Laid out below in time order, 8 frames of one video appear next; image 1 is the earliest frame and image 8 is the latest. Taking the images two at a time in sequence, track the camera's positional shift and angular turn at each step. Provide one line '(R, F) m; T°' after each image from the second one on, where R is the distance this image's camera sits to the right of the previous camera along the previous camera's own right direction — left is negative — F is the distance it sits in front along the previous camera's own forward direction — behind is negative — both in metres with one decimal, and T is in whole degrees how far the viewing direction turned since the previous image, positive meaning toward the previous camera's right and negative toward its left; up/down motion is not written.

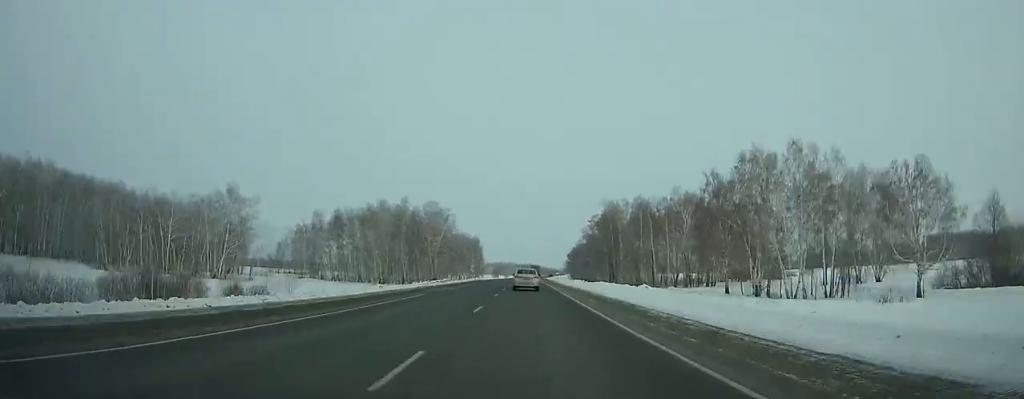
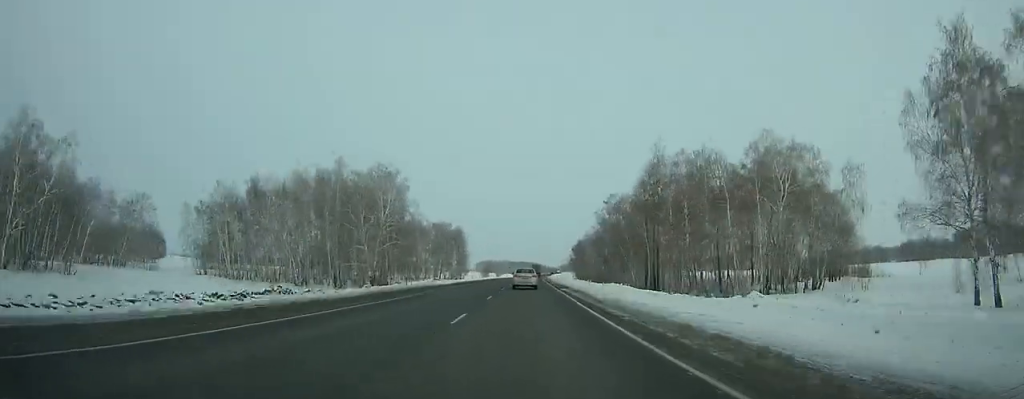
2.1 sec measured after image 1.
(-2.4, +53.0) m; 0°
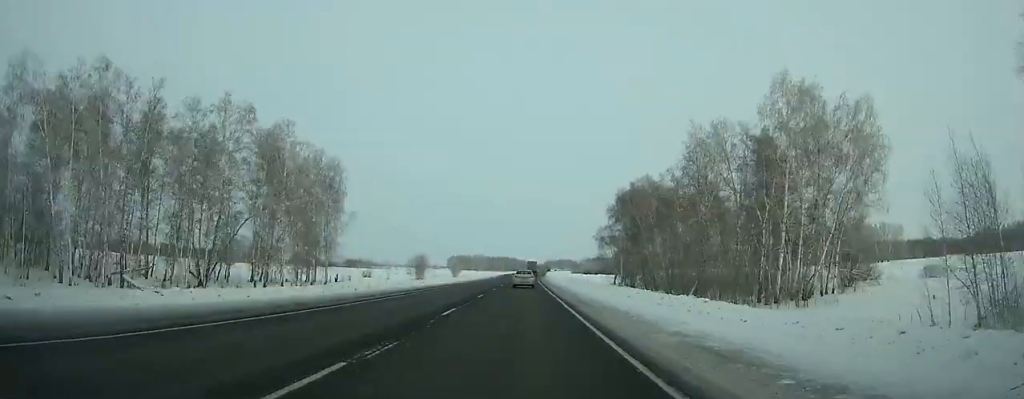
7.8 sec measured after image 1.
(+9.7, +144.5) m; +5°
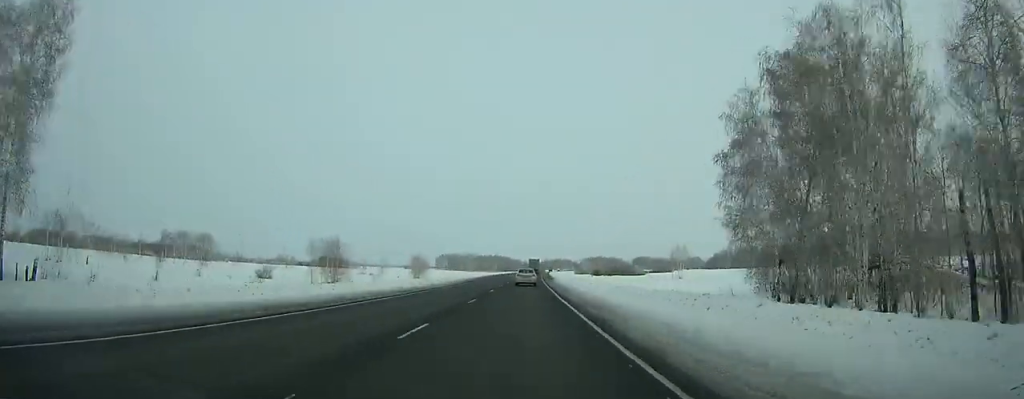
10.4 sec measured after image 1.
(+0.2, +67.2) m; +1°
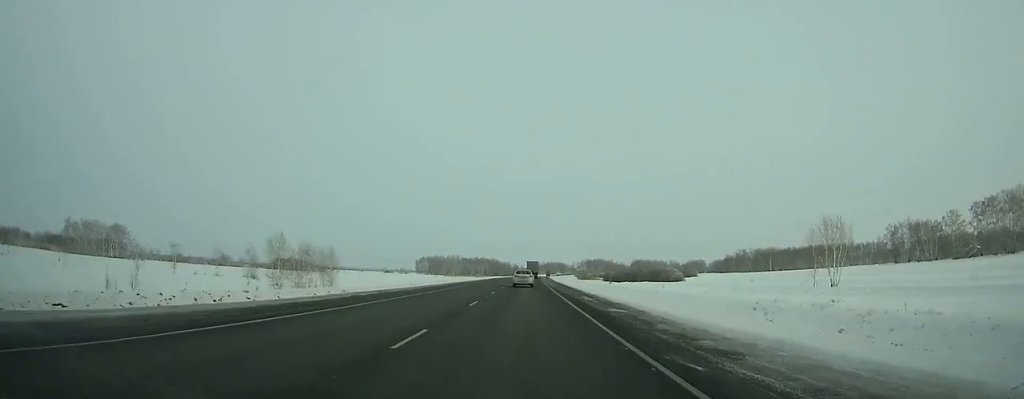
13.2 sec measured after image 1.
(+0.7, +74.1) m; +1°
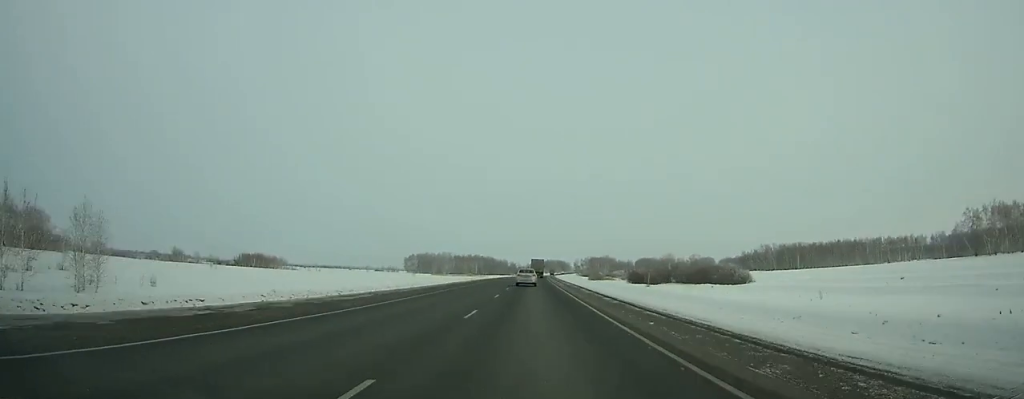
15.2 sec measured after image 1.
(+0.2, +54.1) m; +1°
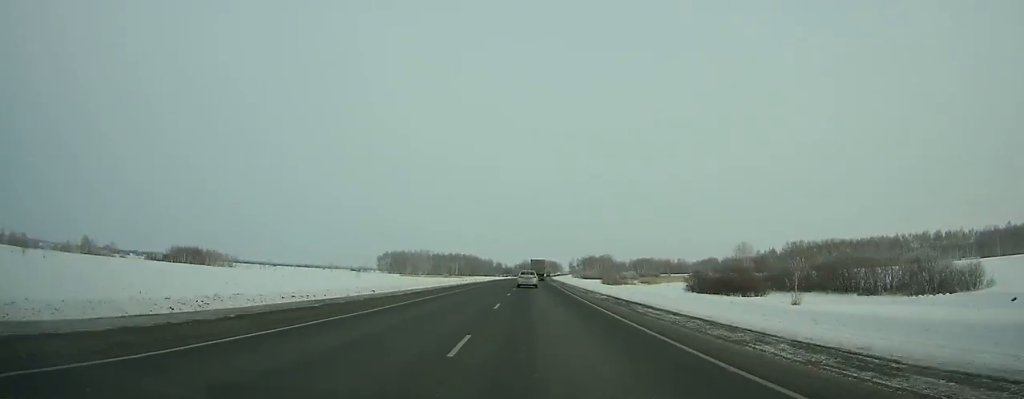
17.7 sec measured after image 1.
(+0.6, +68.9) m; +1°
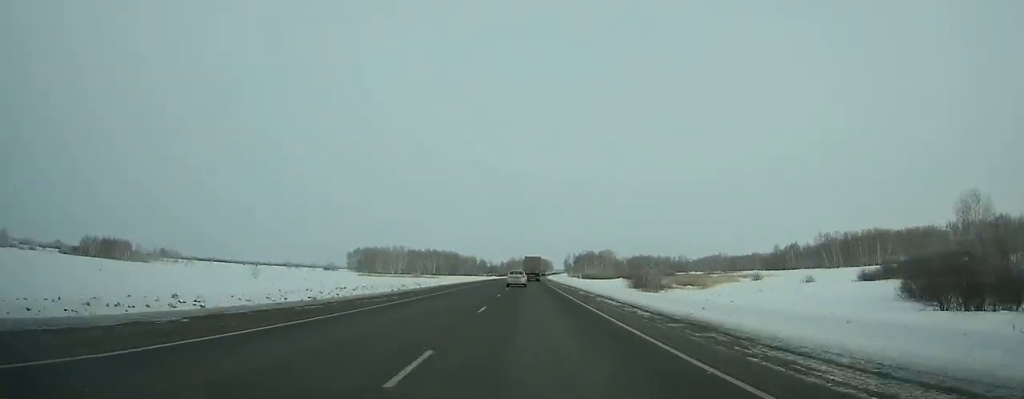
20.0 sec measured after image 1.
(+0.5, +64.9) m; 0°
